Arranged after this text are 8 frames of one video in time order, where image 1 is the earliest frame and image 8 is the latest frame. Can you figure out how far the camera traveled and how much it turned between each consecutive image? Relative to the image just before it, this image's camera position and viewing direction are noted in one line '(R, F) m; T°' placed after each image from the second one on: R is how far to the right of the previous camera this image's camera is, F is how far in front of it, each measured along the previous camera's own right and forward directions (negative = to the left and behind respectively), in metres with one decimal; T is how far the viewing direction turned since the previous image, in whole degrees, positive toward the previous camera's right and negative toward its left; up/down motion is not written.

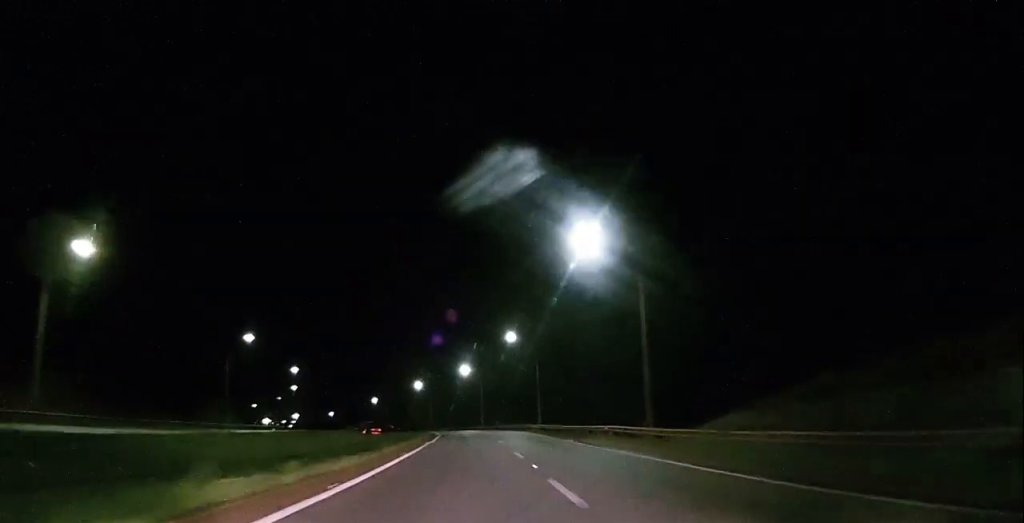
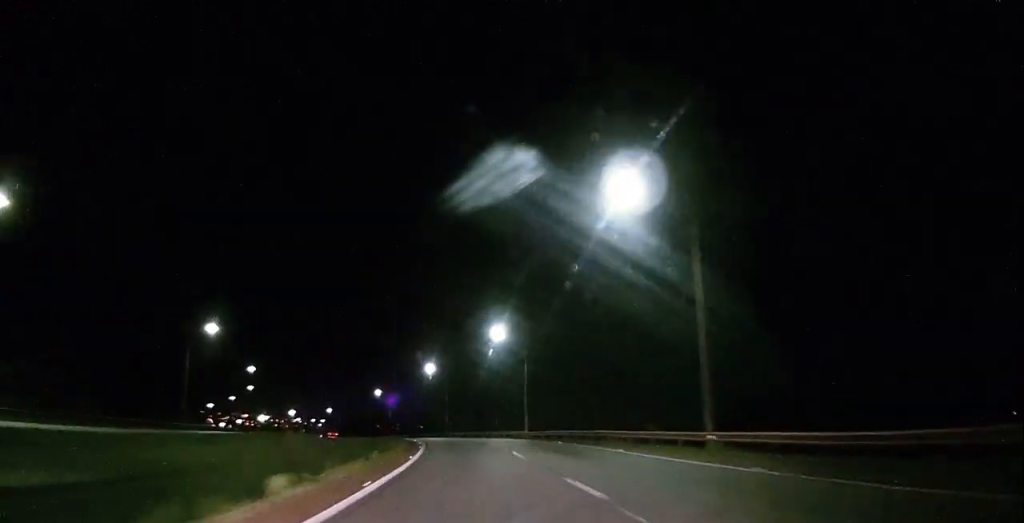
(0.0, +49.7) m; -1°
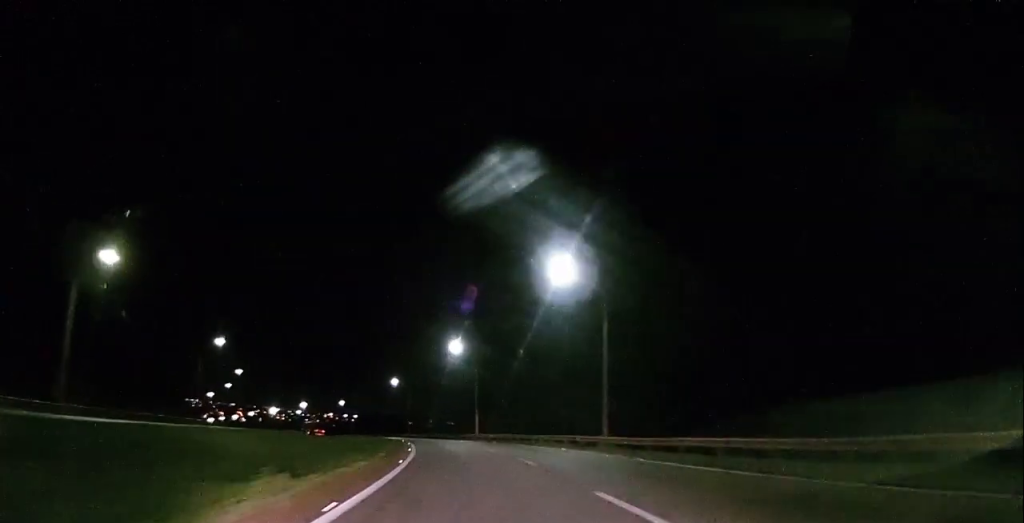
(-0.3, +28.1) m; -2°
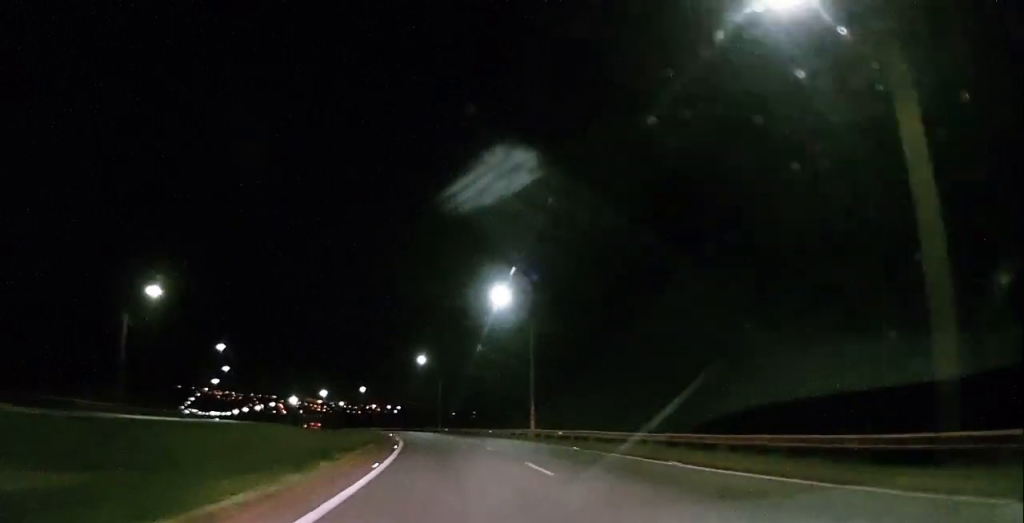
(-0.8, +28.7) m; -3°
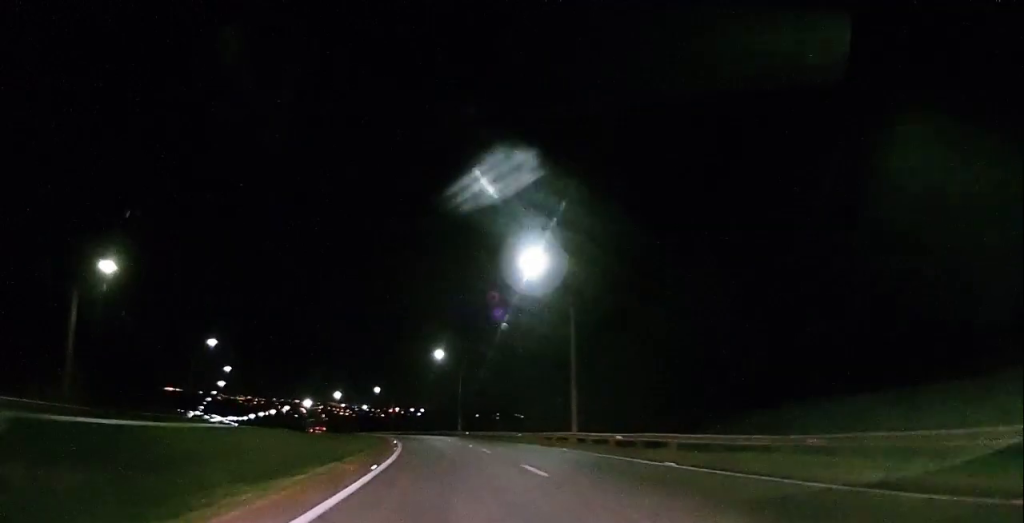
(+0.2, +11.6) m; -1°
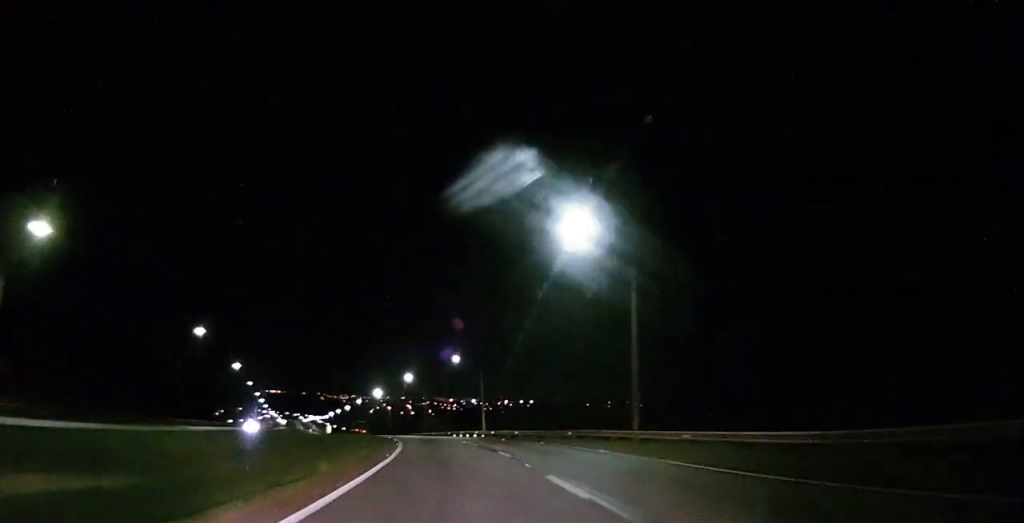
(-4.9, +54.4) m; -9°
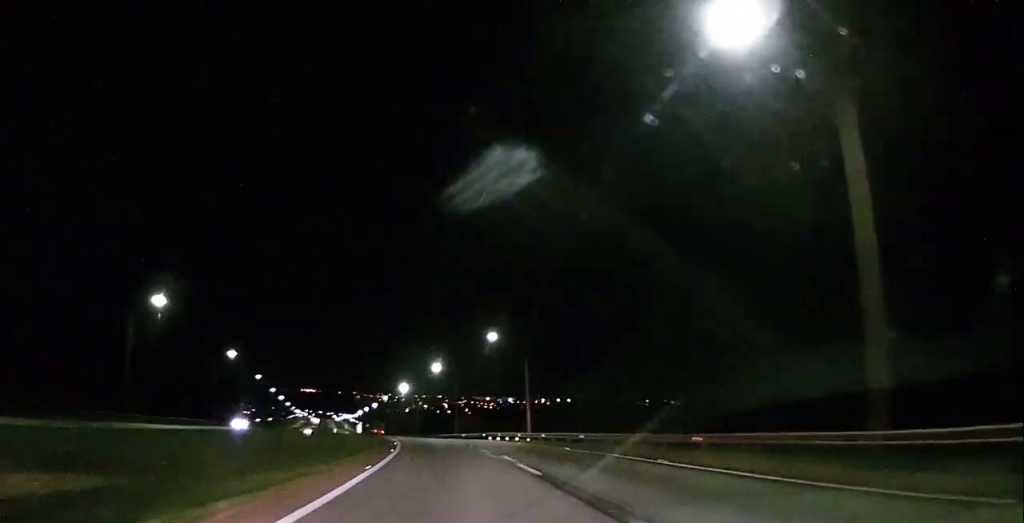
(-0.3, +18.8) m; -3°
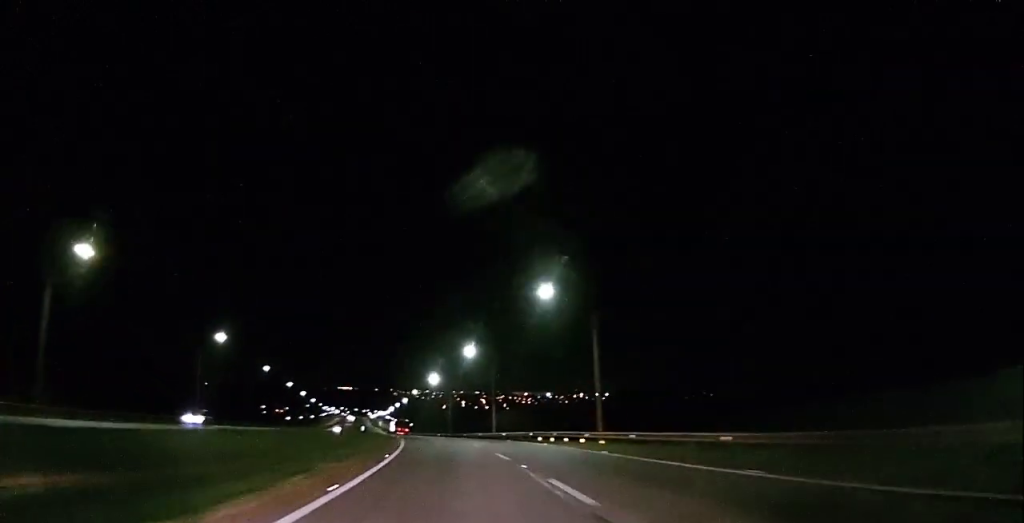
(-0.1, +17.9) m; -3°
